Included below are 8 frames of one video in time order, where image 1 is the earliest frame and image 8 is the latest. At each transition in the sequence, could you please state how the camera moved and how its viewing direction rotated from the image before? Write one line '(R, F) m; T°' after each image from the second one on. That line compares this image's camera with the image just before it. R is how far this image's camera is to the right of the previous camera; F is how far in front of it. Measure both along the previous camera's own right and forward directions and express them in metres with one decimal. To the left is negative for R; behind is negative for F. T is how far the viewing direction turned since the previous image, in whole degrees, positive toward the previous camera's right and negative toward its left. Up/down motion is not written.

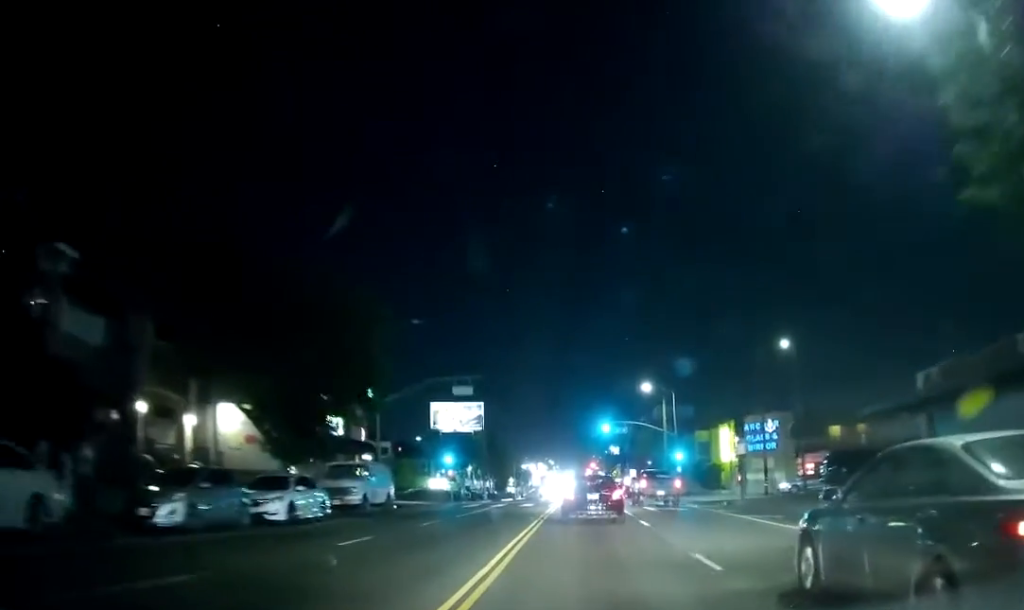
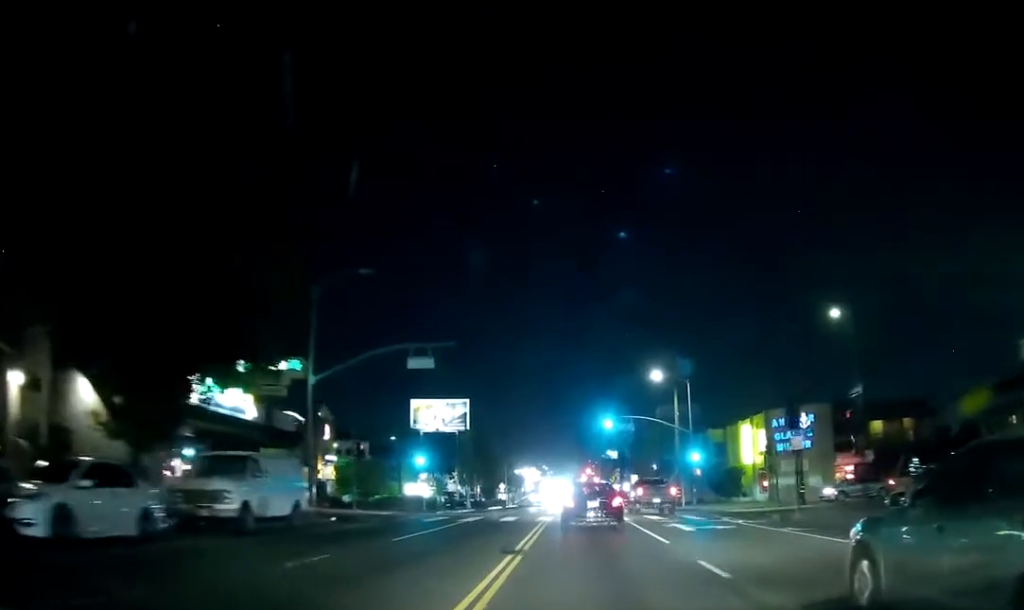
(0.0, +10.5) m; 0°
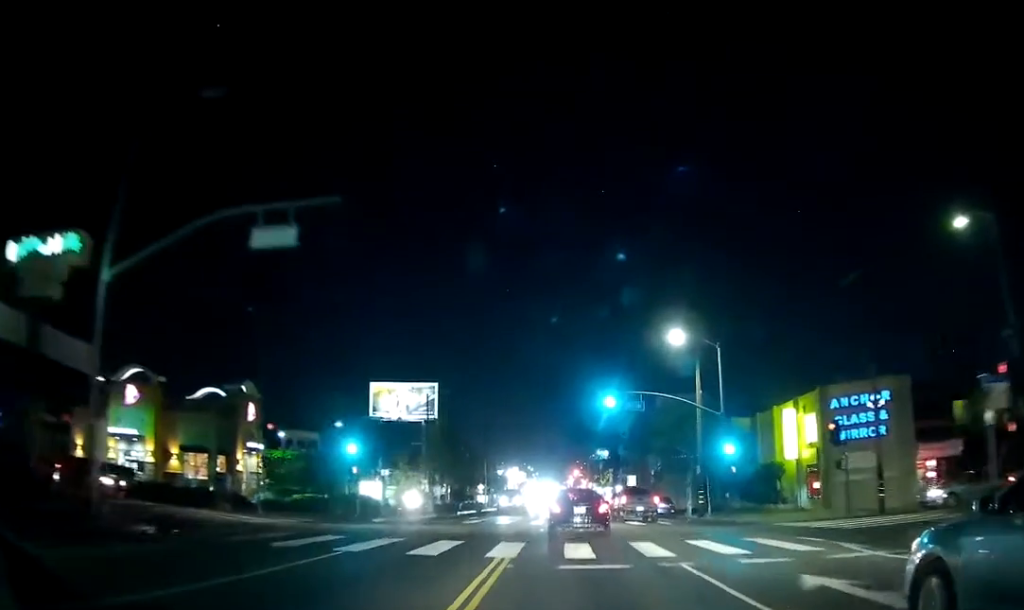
(0.0, +15.4) m; 0°
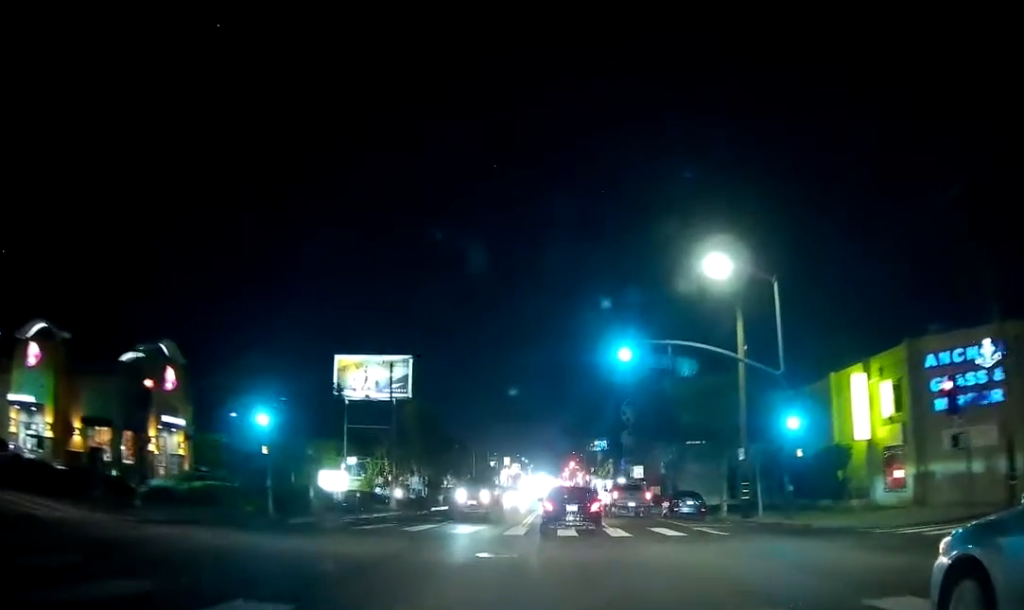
(0.0, +11.4) m; 0°
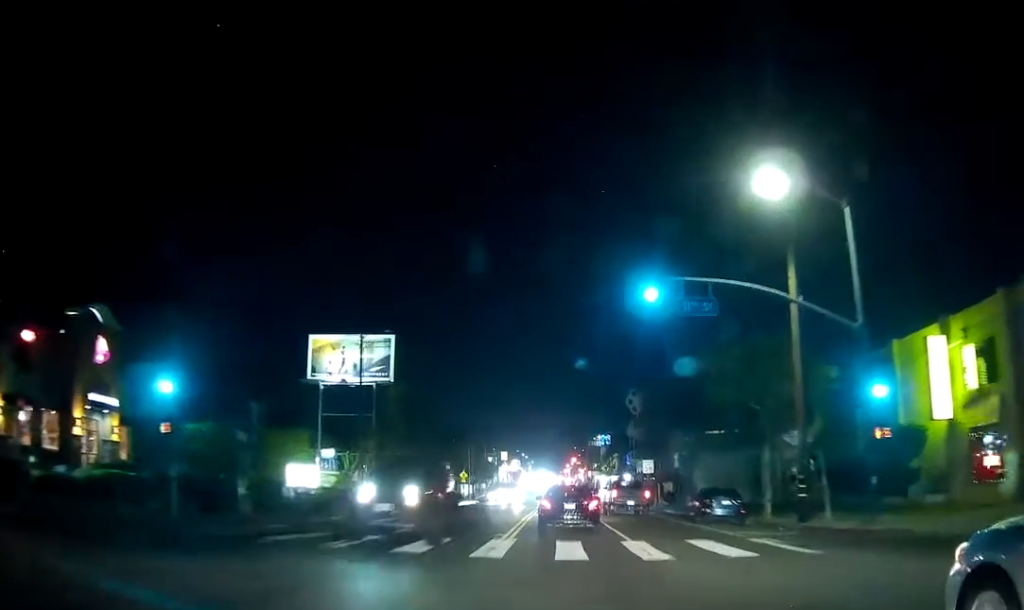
(0.0, +8.0) m; 0°
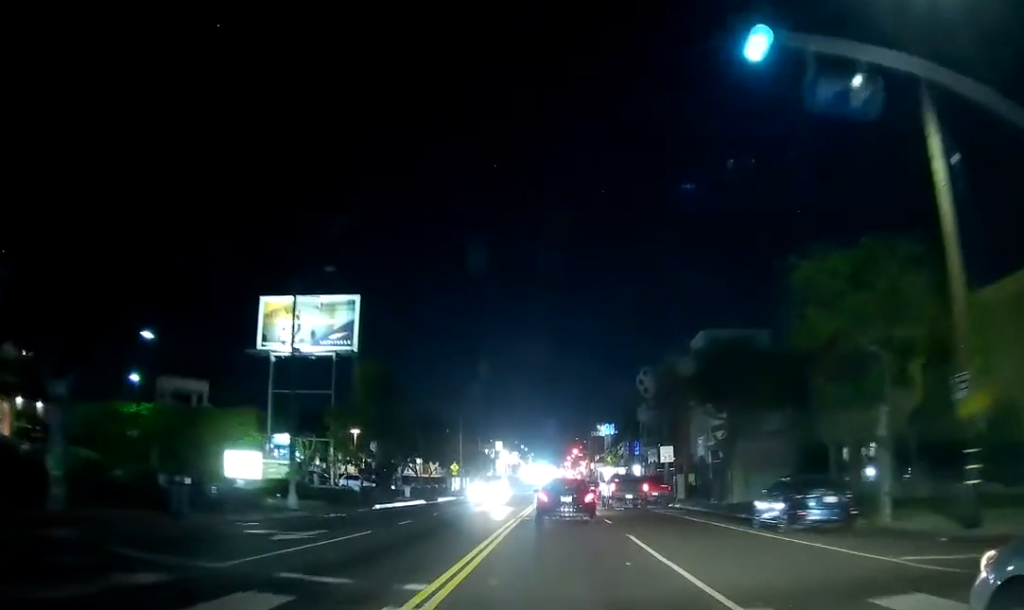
(0.0, +11.2) m; -1°
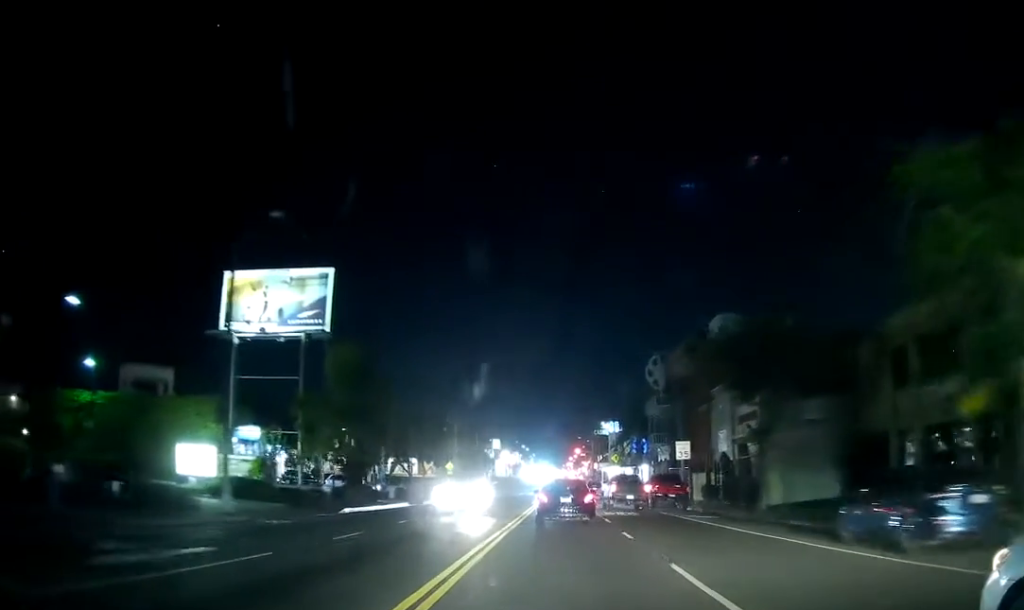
(+0.1, +6.4) m; -2°
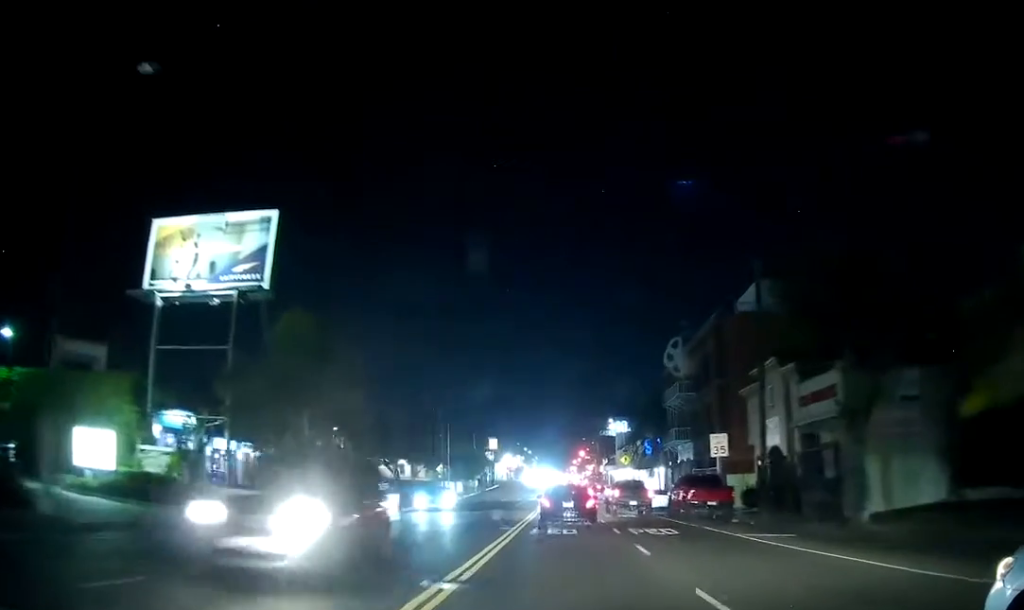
(-0.5, +10.4) m; -1°
